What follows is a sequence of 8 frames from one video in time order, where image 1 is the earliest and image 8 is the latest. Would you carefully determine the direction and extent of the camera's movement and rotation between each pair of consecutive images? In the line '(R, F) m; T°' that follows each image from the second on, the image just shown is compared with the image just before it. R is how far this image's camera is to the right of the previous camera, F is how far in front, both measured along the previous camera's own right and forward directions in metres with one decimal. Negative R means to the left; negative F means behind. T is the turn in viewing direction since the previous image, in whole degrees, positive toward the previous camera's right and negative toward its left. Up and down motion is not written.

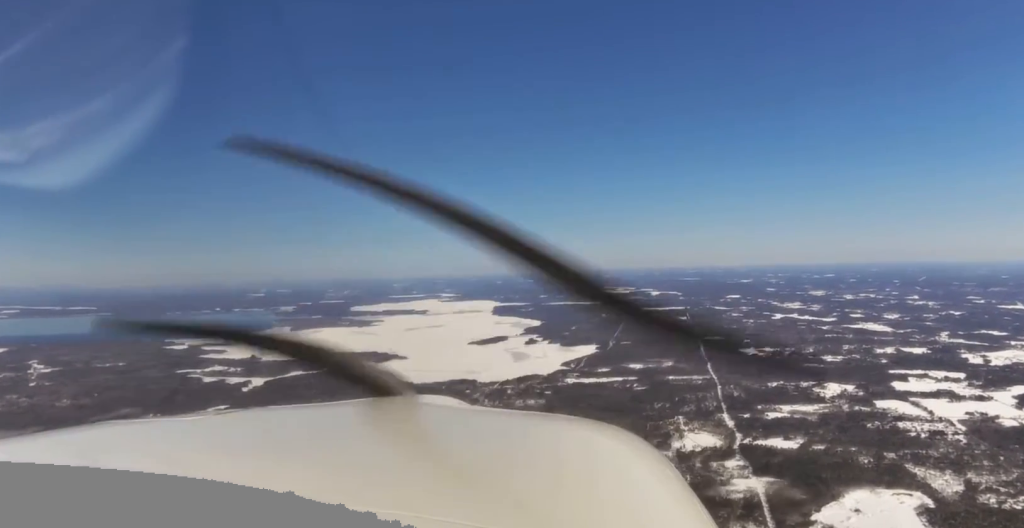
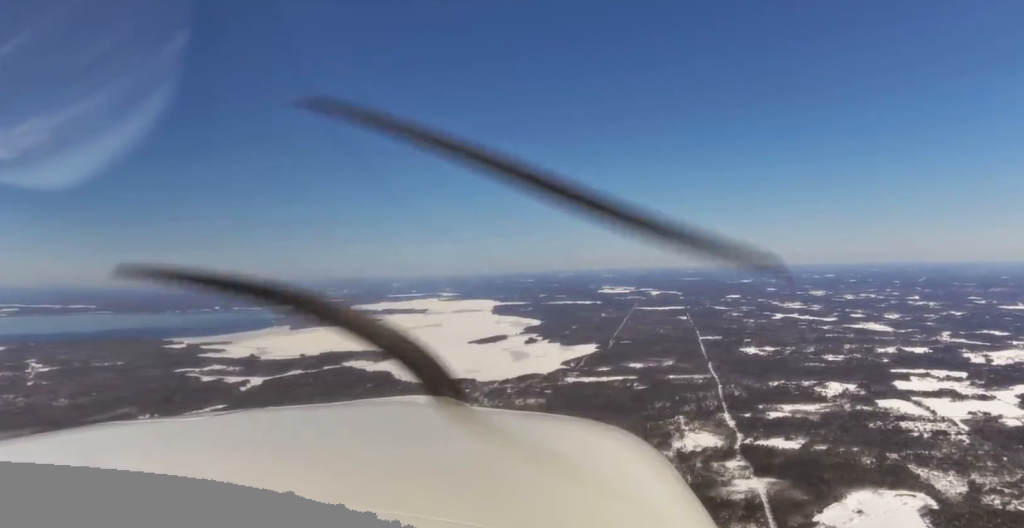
(-0.2, +31.0) m; 0°
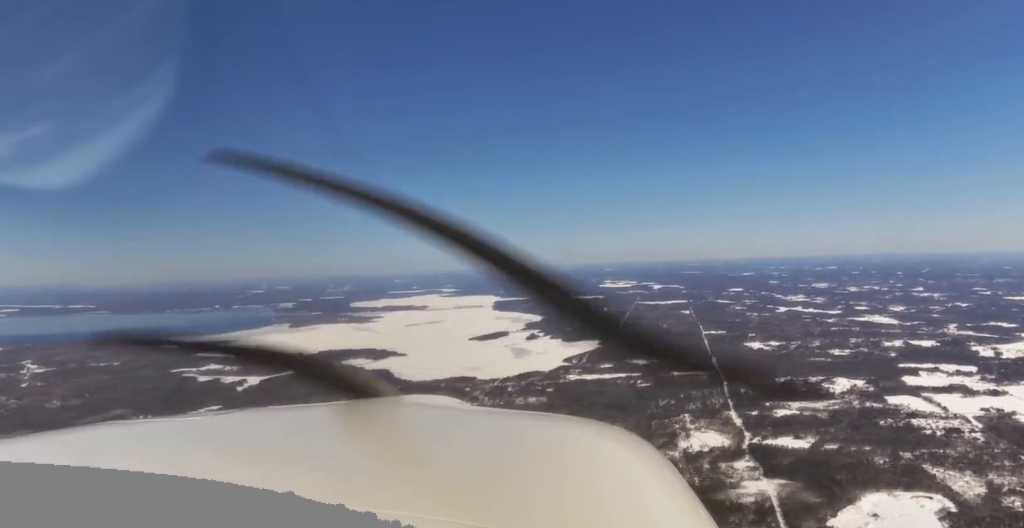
(-0.8, +105.1) m; +1°
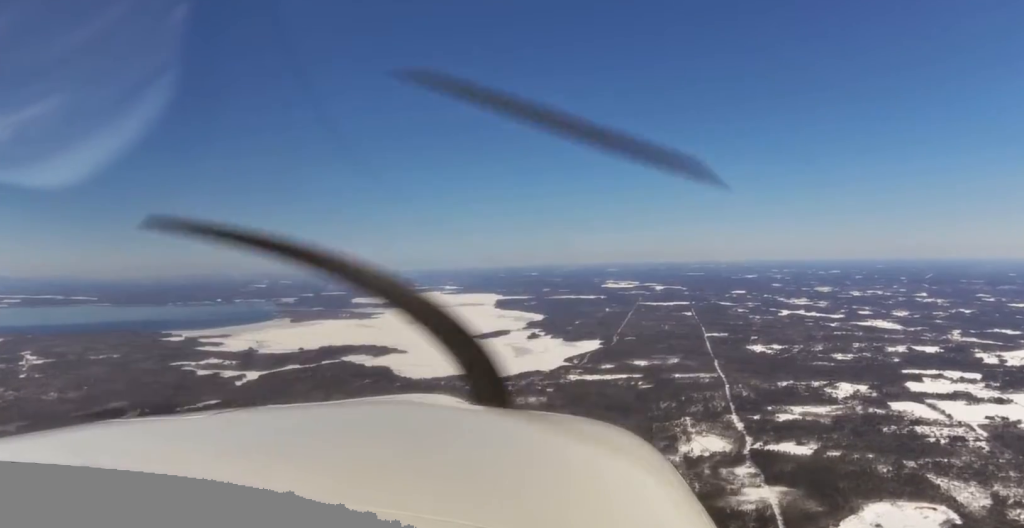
(+0.3, +40.5) m; +1°
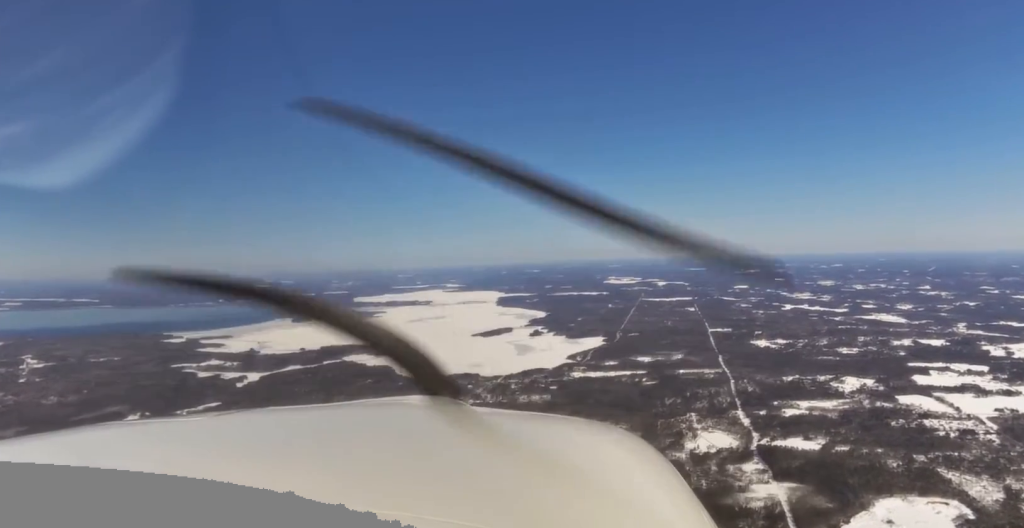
(+0.4, +49.9) m; 0°
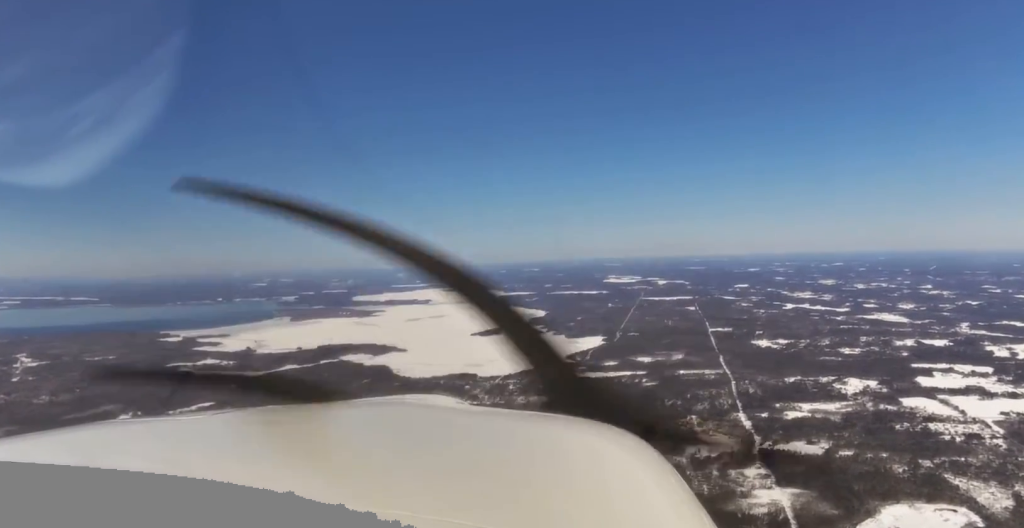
(+0.1, +66.3) m; 0°
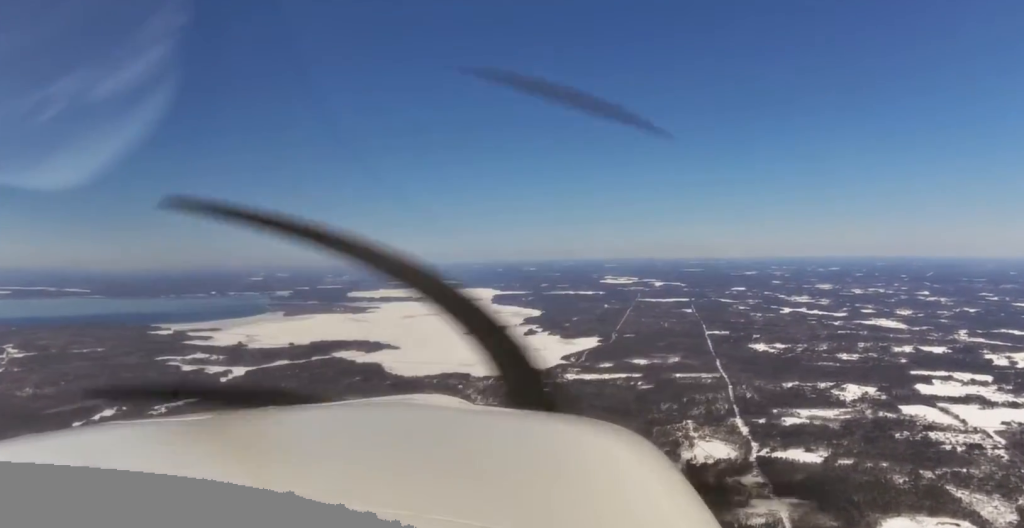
(0.0, +75.9) m; -1°
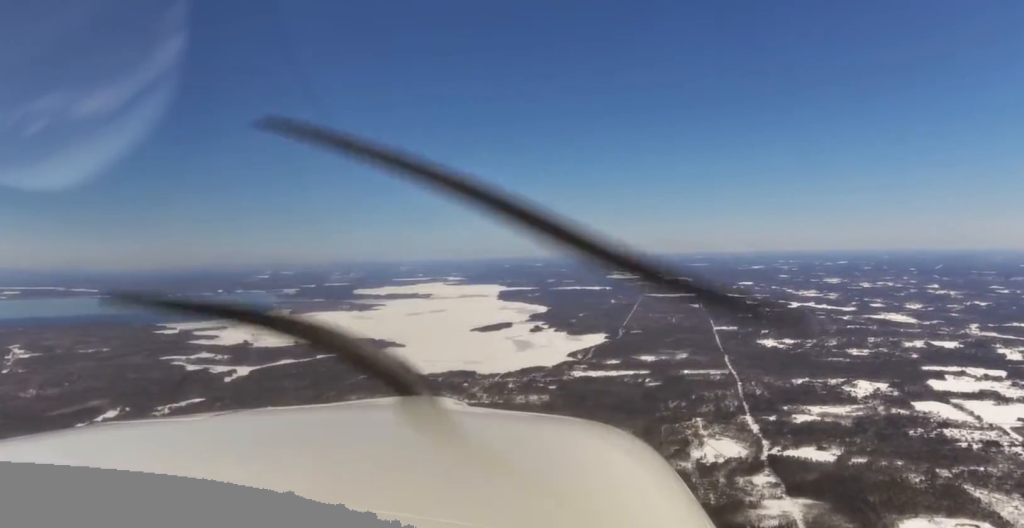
(-0.6, +66.7) m; 0°
